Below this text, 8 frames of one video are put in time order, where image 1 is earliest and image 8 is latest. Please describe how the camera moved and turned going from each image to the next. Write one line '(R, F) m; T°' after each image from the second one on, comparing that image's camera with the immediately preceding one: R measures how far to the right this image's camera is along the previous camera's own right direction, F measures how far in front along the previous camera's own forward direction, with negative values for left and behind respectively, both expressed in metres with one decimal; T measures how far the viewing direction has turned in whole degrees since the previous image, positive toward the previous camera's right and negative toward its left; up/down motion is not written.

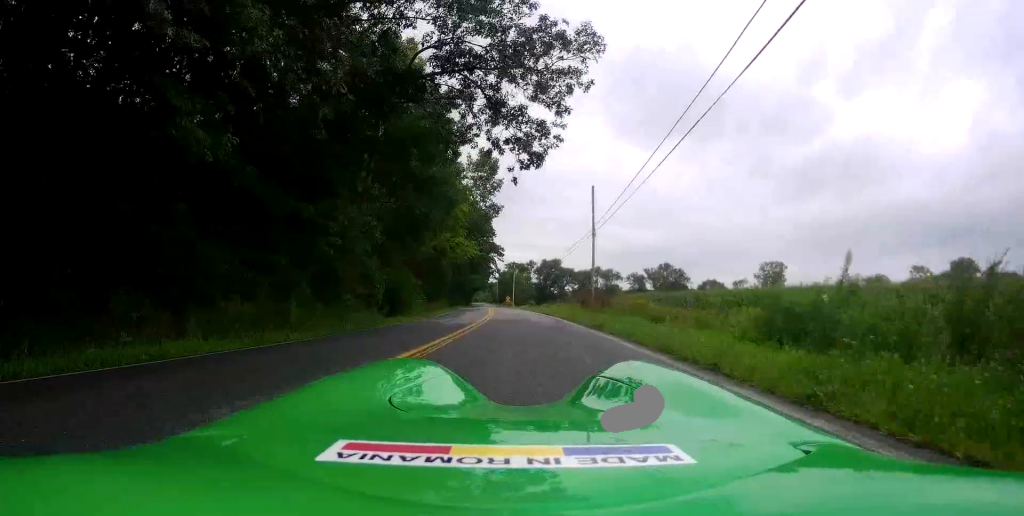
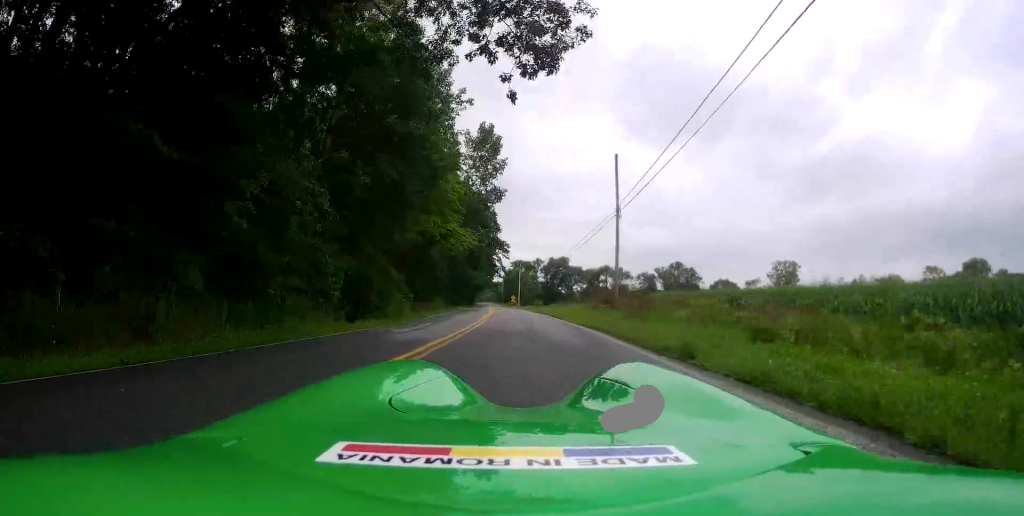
(-0.2, +8.4) m; -2°
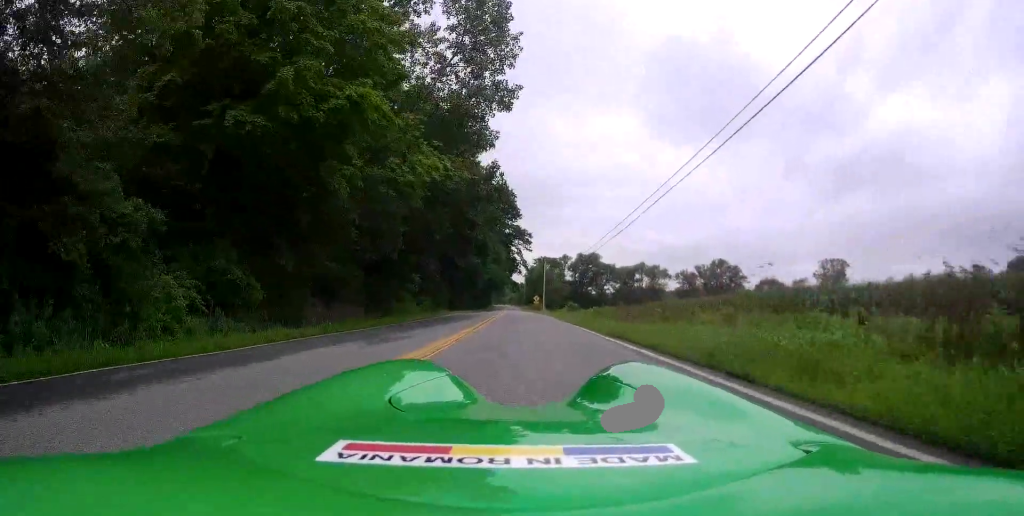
(-0.9, +26.8) m; -3°
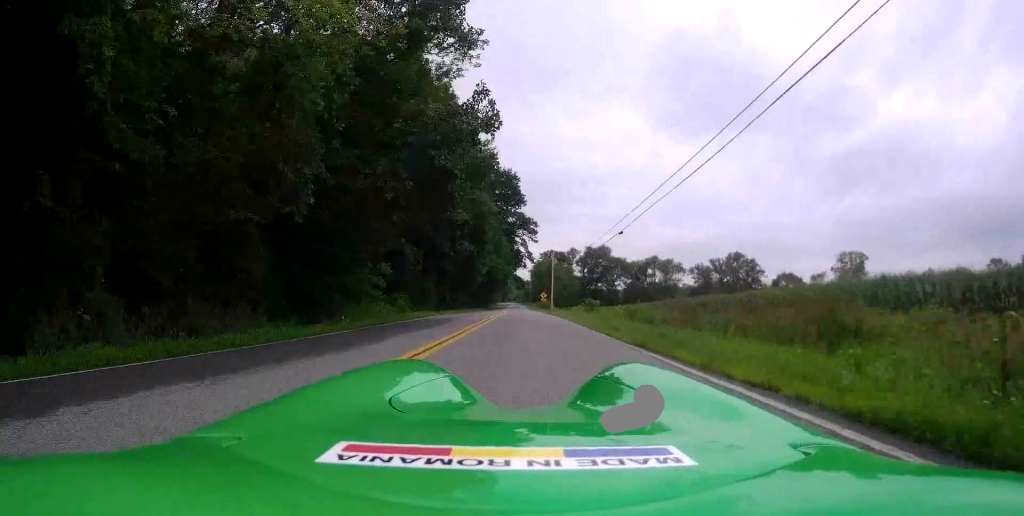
(-0.2, +11.8) m; -1°
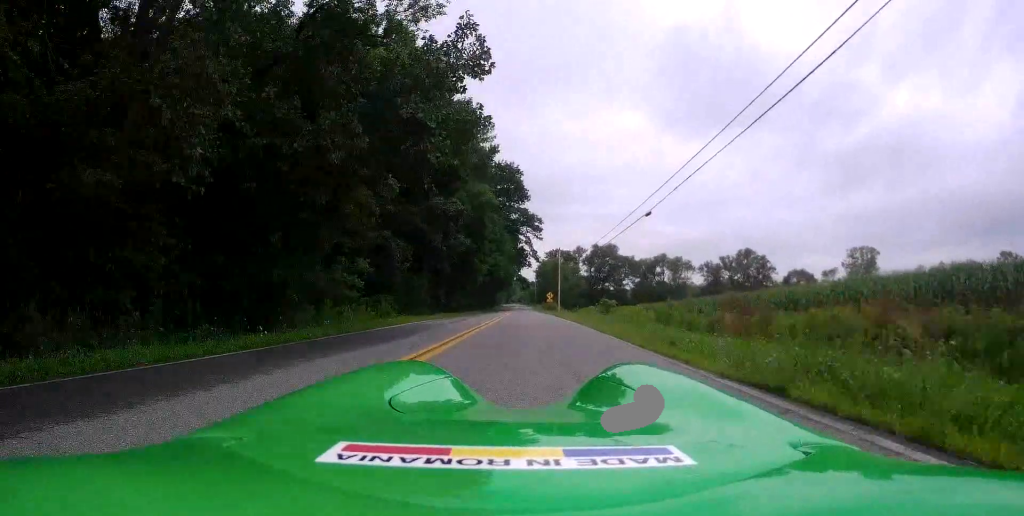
(0.0, +5.9) m; 0°
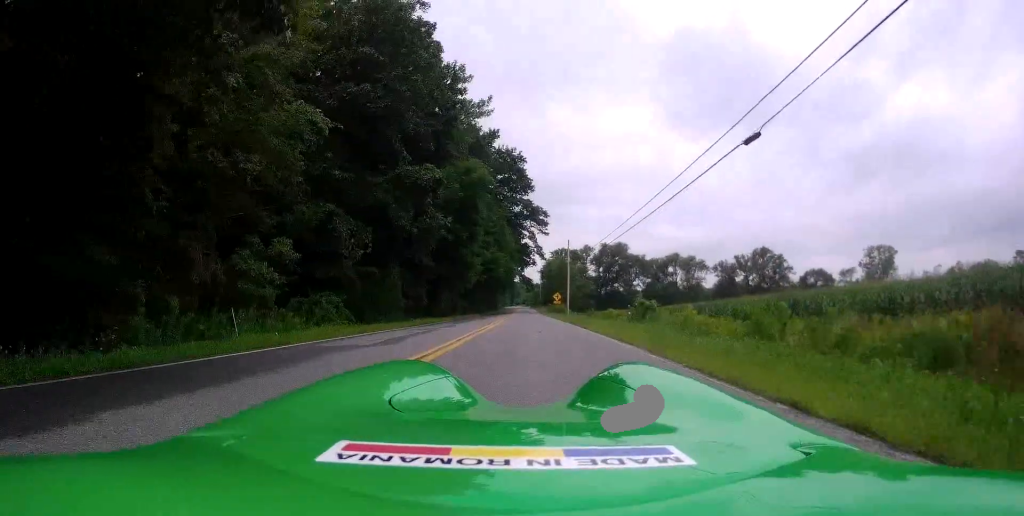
(0.0, +10.9) m; 0°
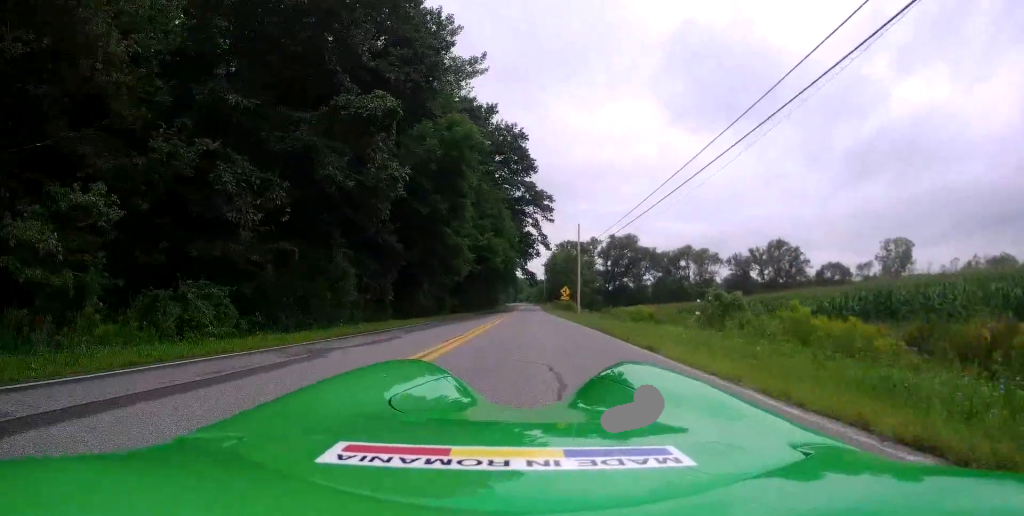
(0.0, +10.4) m; 0°
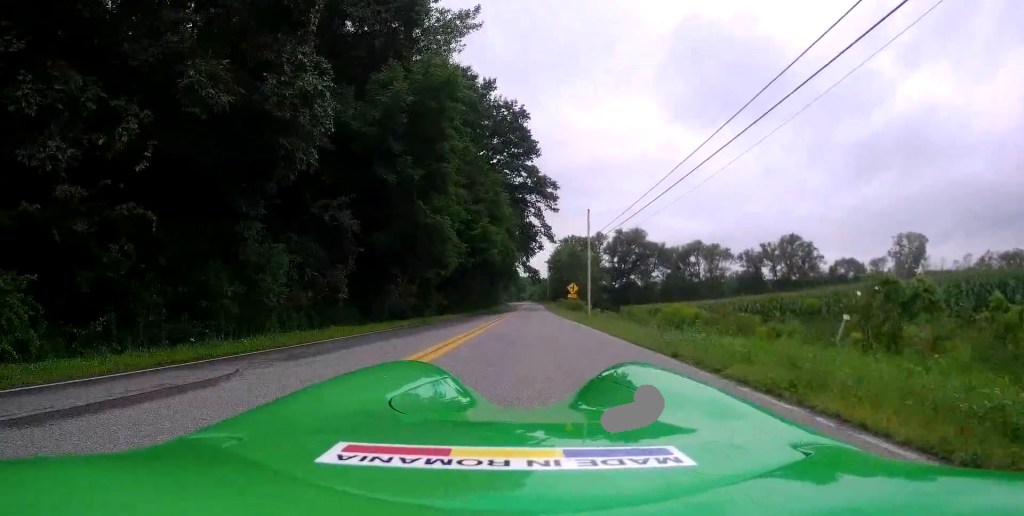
(0.0, +8.1) m; 0°
